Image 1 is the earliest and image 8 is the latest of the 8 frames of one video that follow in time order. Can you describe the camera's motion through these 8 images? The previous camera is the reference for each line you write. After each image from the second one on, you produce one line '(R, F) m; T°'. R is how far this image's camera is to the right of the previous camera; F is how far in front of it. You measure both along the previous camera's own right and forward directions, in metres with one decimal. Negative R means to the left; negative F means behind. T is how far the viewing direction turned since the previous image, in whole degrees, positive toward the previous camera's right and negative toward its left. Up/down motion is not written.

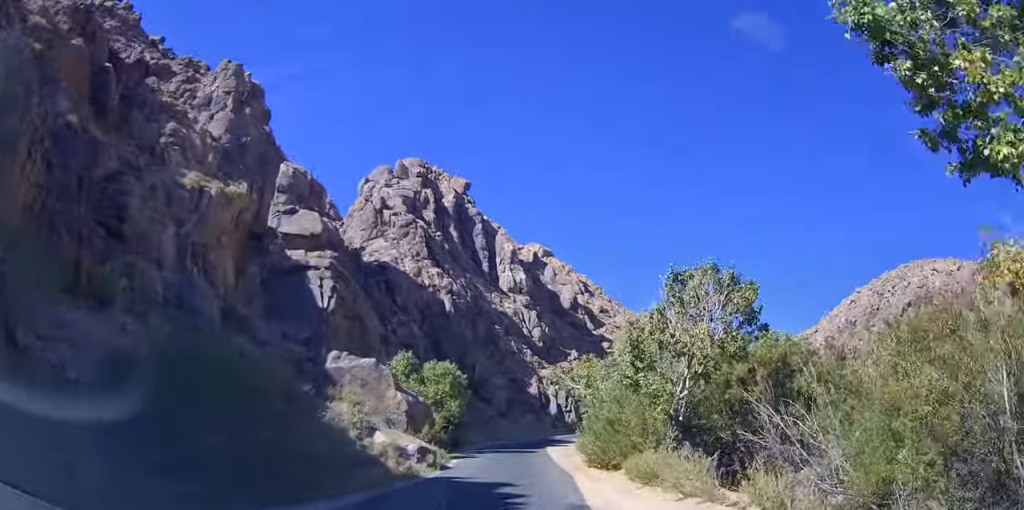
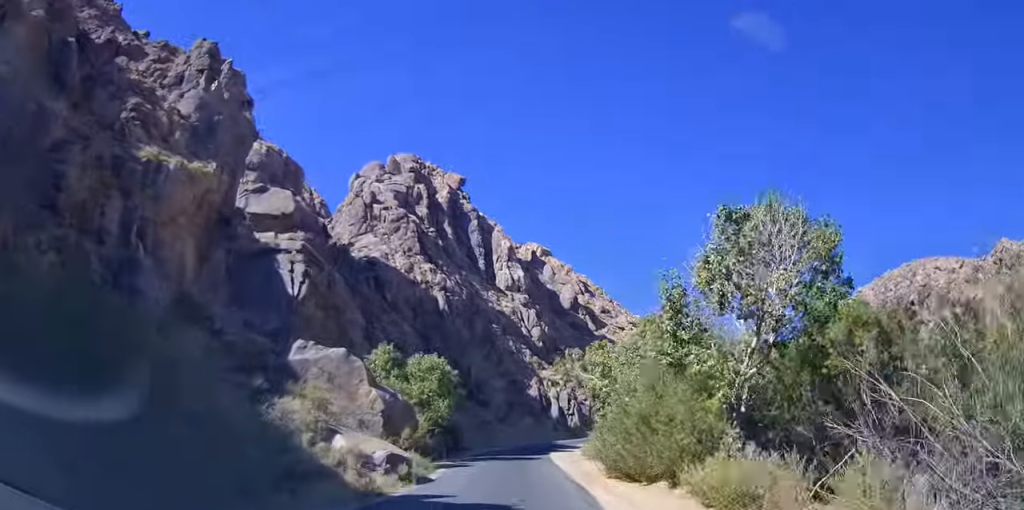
(0.0, +5.2) m; 0°
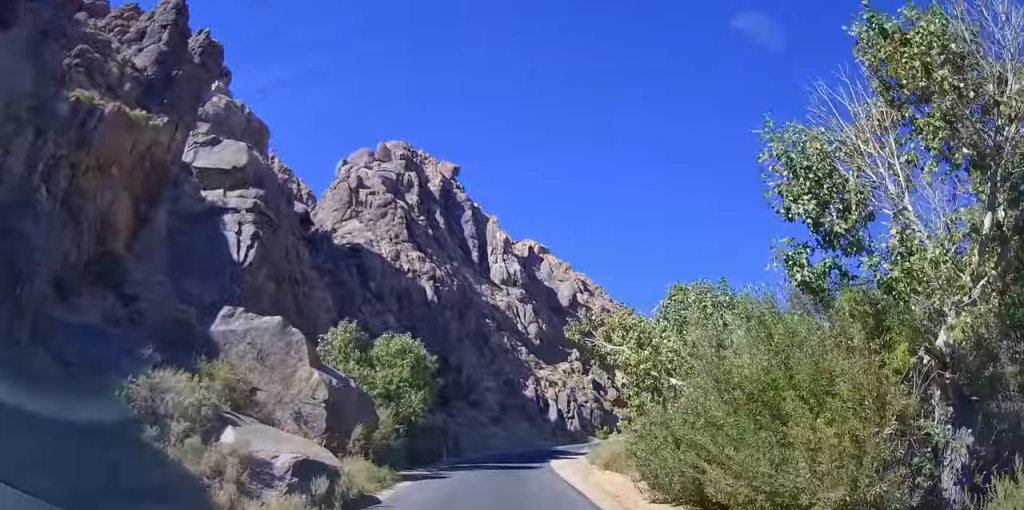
(0.0, +6.9) m; 0°
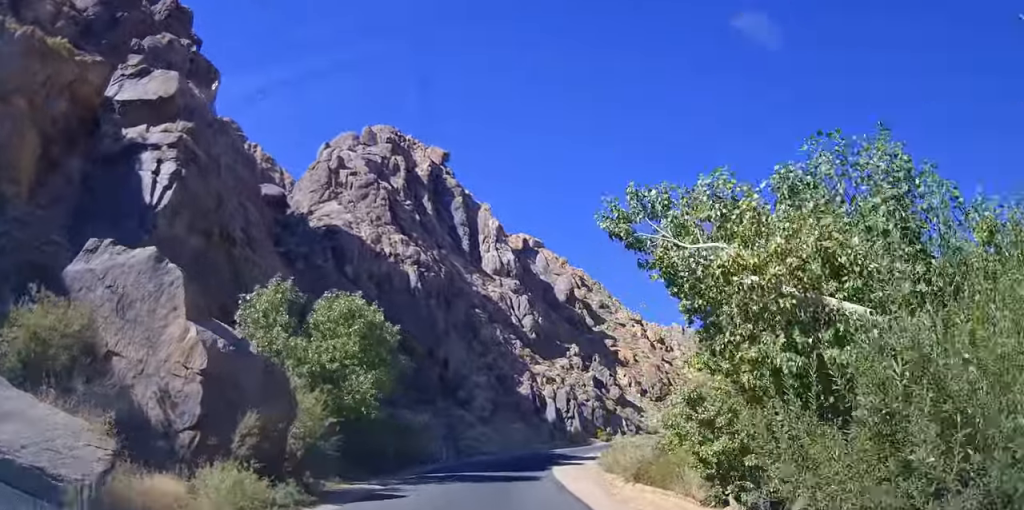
(0.0, +7.0) m; 0°
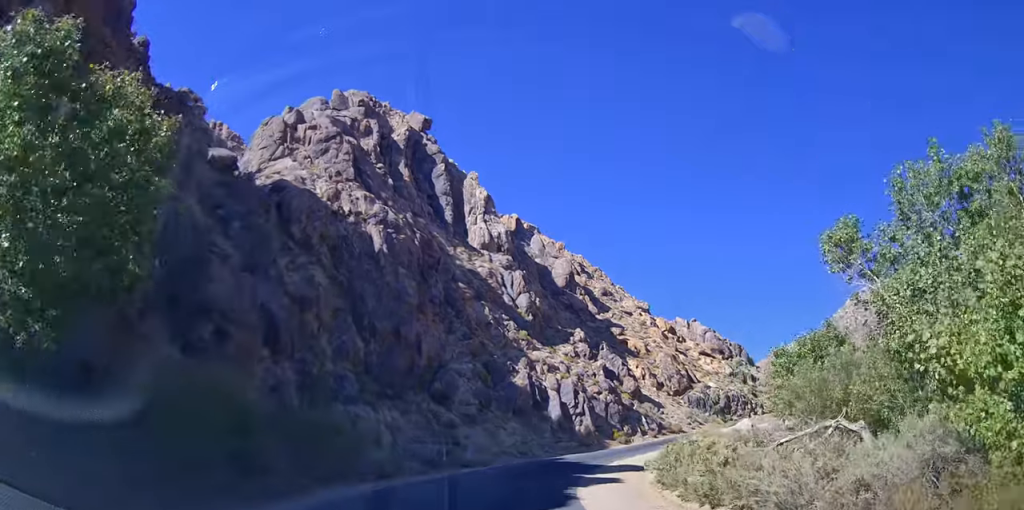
(0.0, +13.2) m; 0°
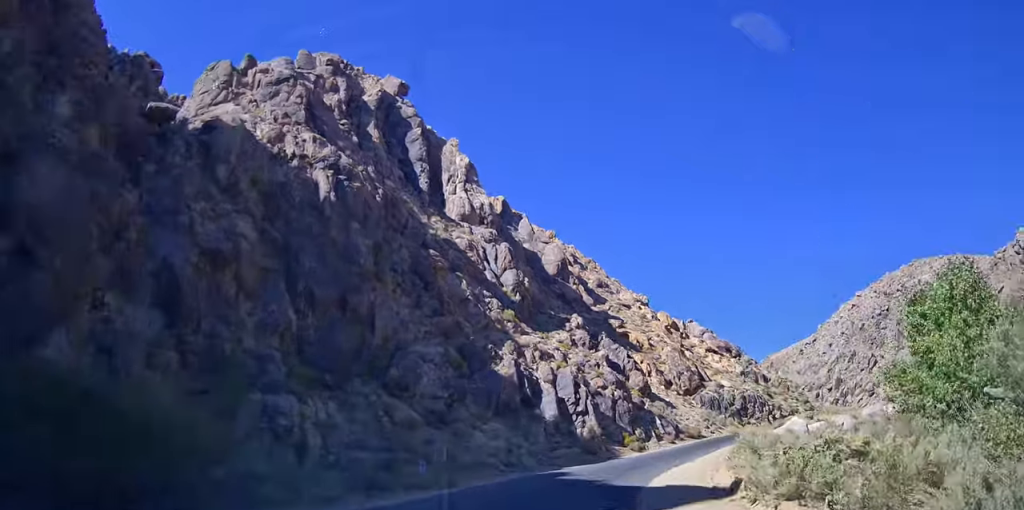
(0.0, +11.7) m; +3°
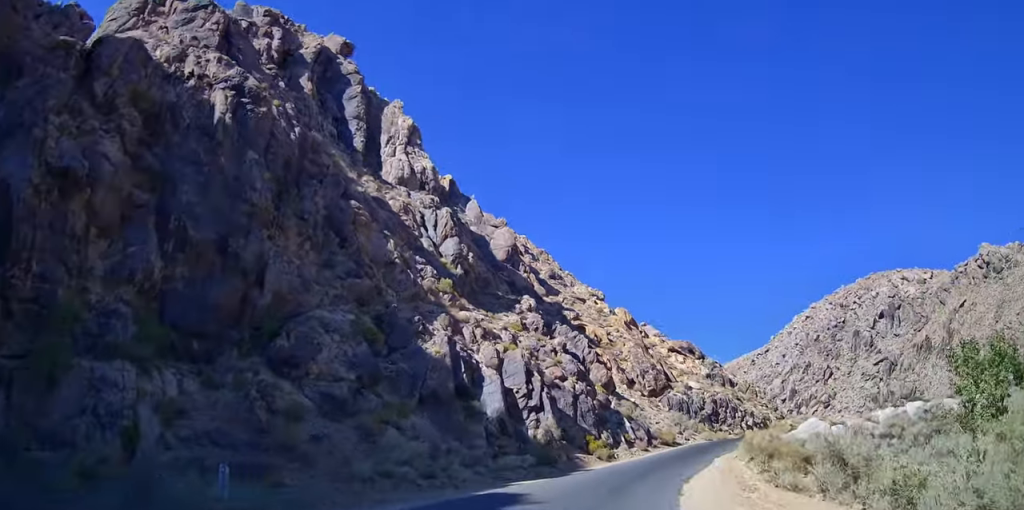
(+0.3, +9.7) m; +4°
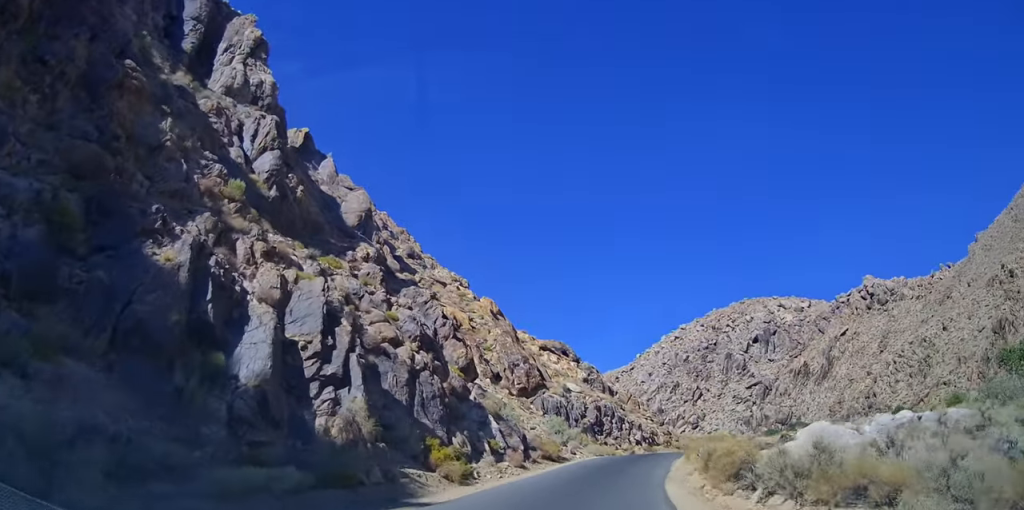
(+0.7, +14.1) m; +8°
